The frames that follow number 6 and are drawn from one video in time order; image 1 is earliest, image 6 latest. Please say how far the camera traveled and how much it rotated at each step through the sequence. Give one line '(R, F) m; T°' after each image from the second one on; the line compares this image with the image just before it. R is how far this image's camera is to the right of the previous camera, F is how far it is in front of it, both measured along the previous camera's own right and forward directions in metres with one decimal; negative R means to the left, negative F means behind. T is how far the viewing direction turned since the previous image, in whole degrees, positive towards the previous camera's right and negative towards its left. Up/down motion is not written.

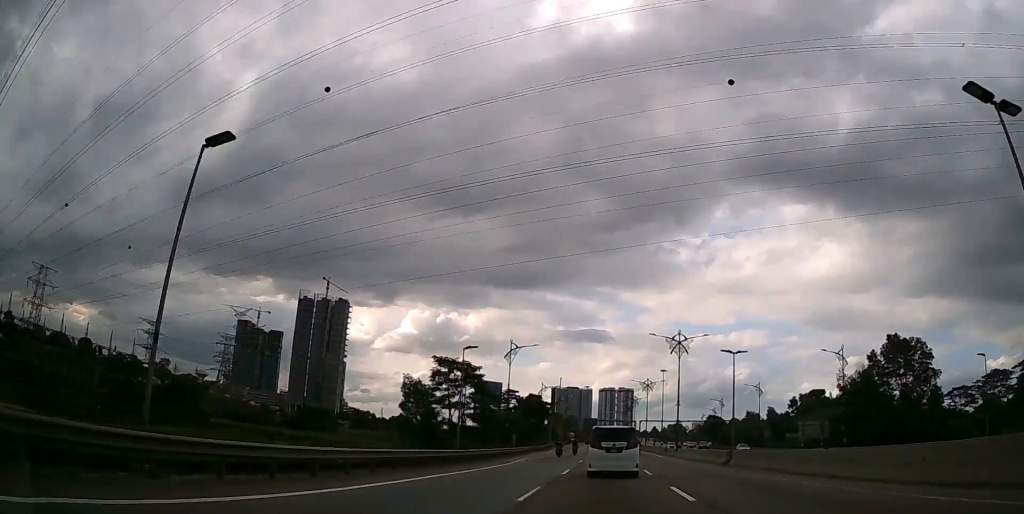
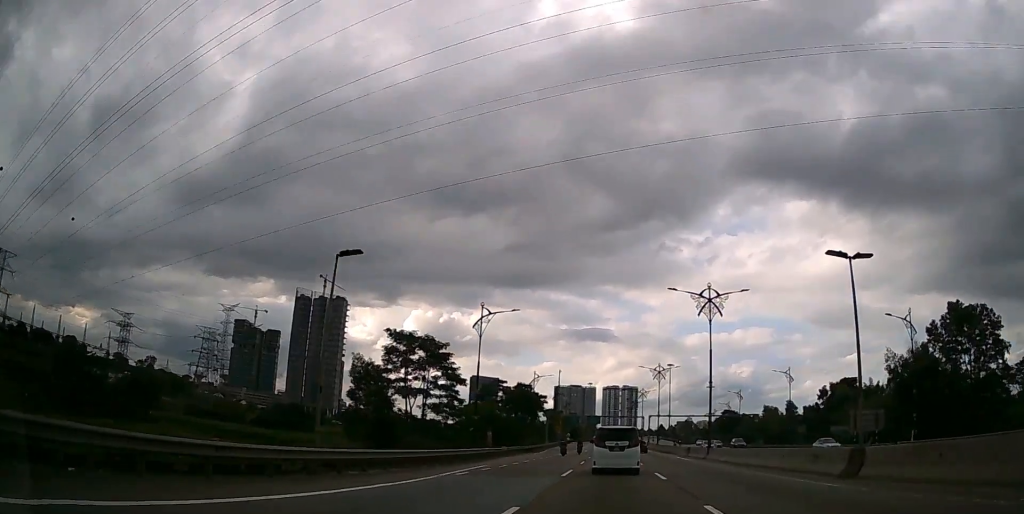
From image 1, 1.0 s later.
(-0.1, +16.5) m; 0°
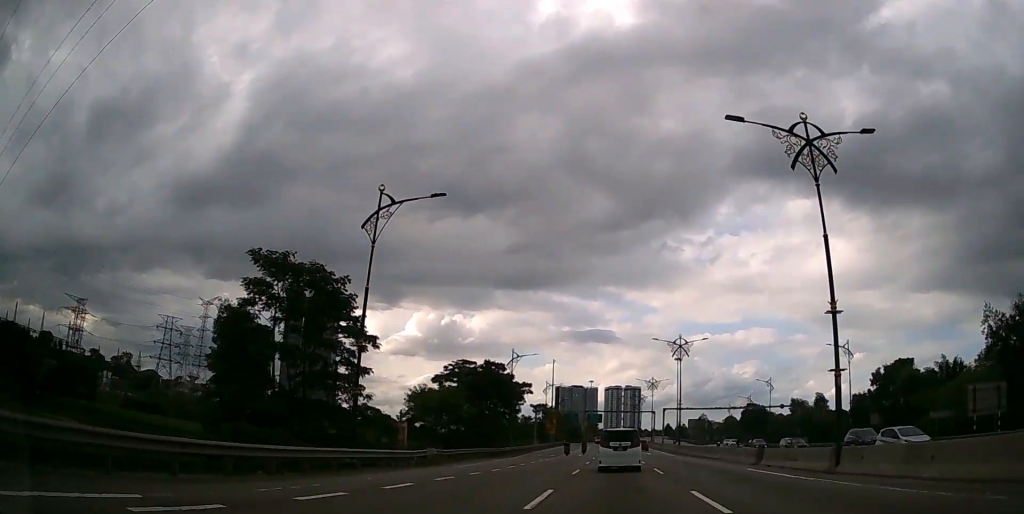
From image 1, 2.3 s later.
(0.0, +22.9) m; 0°
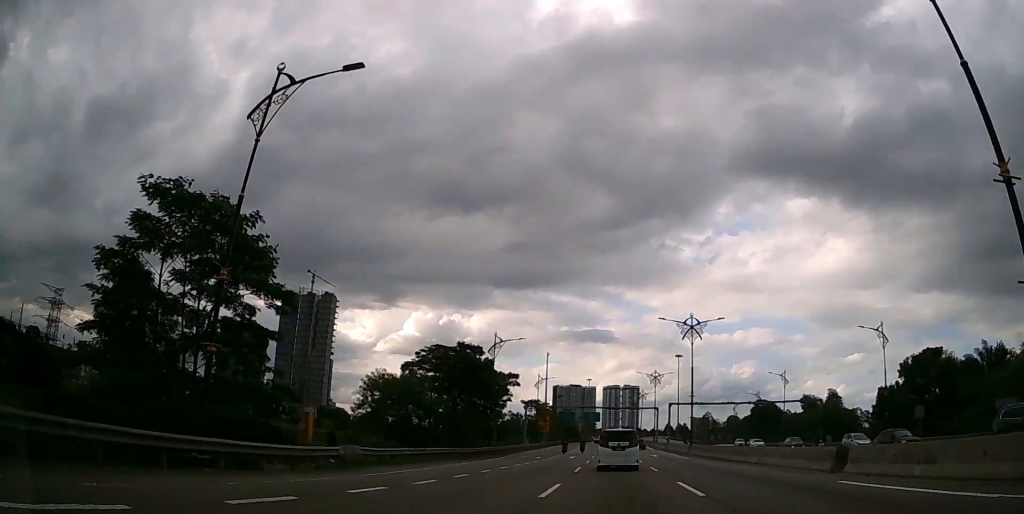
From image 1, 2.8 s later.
(0.0, +10.0) m; 0°
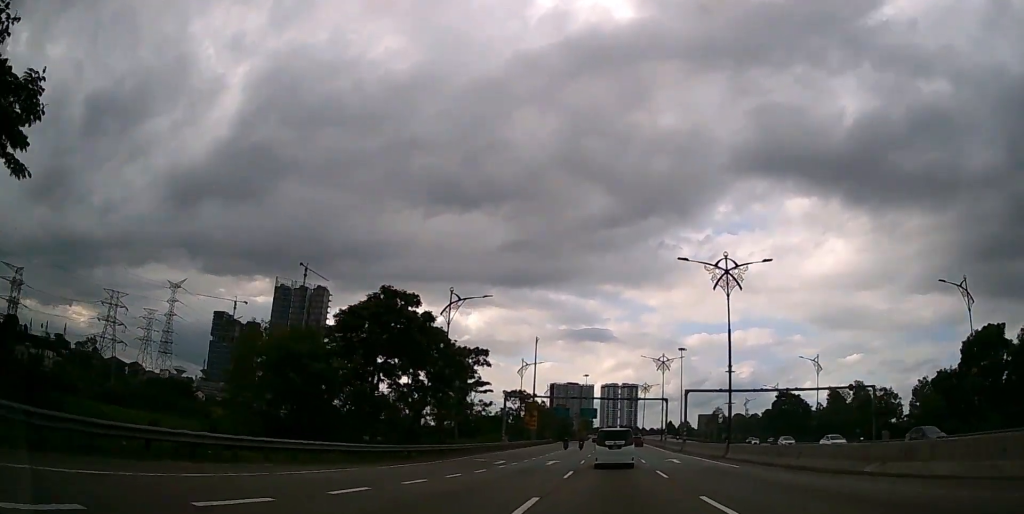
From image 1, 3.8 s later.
(0.0, +16.5) m; 0°
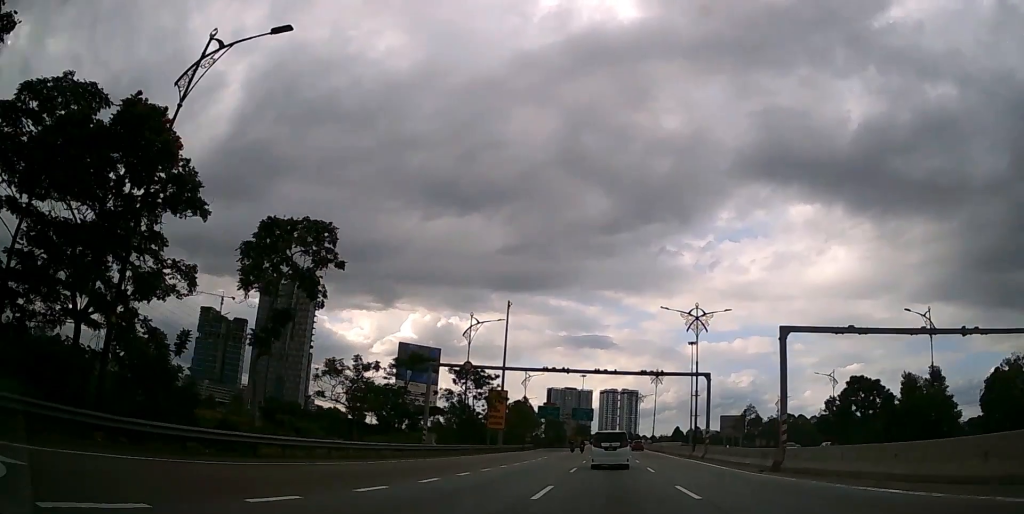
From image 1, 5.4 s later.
(0.0, +31.7) m; 0°
